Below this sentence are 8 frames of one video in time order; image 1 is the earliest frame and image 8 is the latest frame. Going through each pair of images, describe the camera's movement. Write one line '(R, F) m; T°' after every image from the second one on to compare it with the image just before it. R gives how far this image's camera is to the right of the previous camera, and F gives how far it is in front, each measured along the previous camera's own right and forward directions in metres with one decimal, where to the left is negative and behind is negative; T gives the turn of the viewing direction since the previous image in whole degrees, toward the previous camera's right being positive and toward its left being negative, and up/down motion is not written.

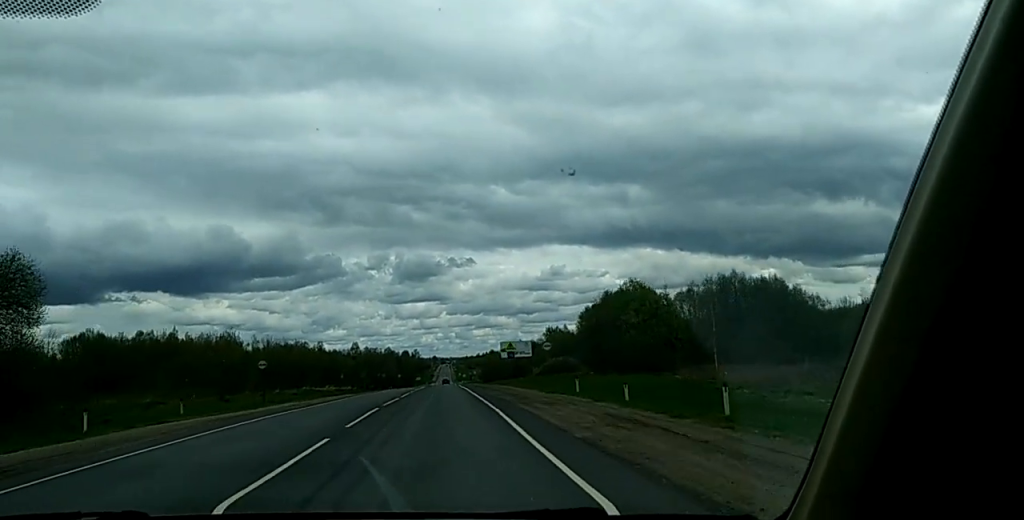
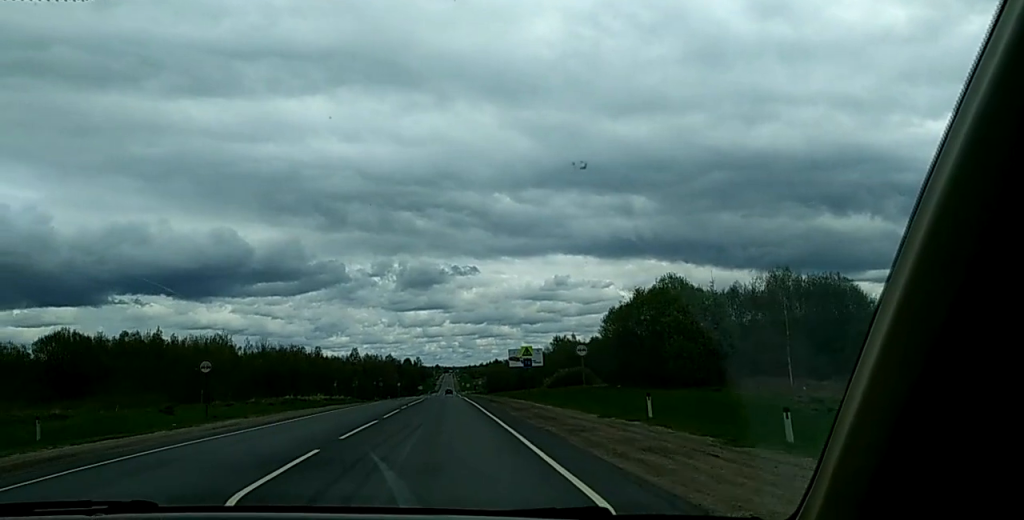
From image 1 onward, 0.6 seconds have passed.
(0.0, +13.7) m; 0°
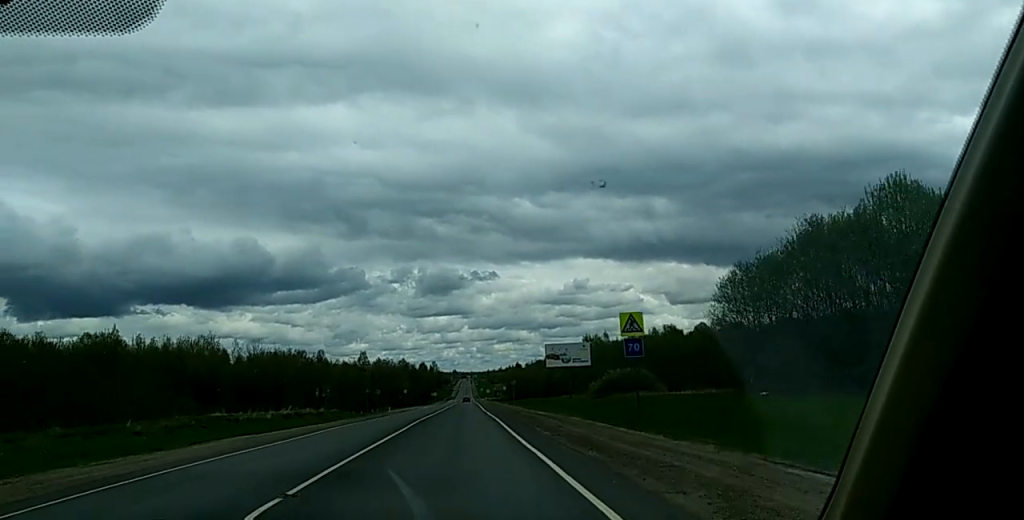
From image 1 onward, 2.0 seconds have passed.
(-0.6, +34.1) m; -1°
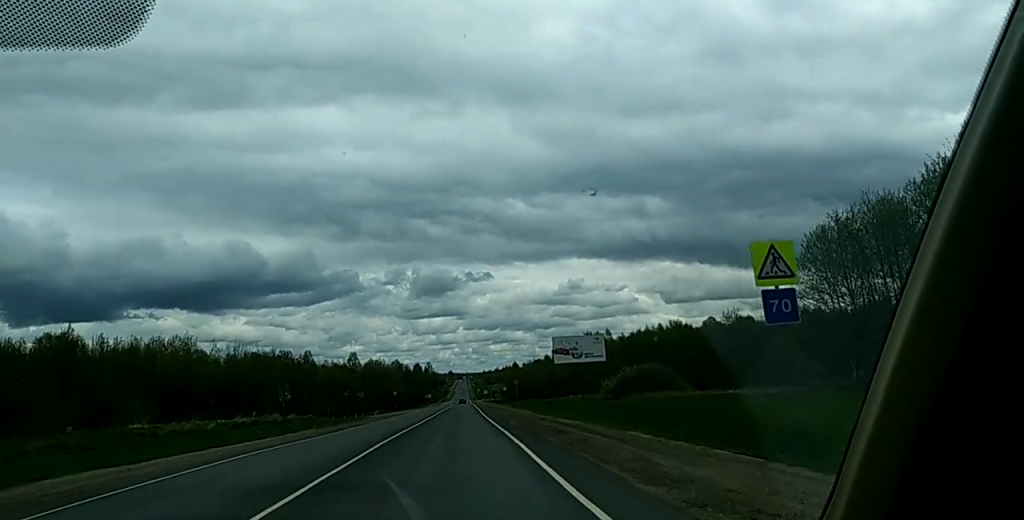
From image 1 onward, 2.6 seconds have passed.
(0.0, +15.6) m; 0°
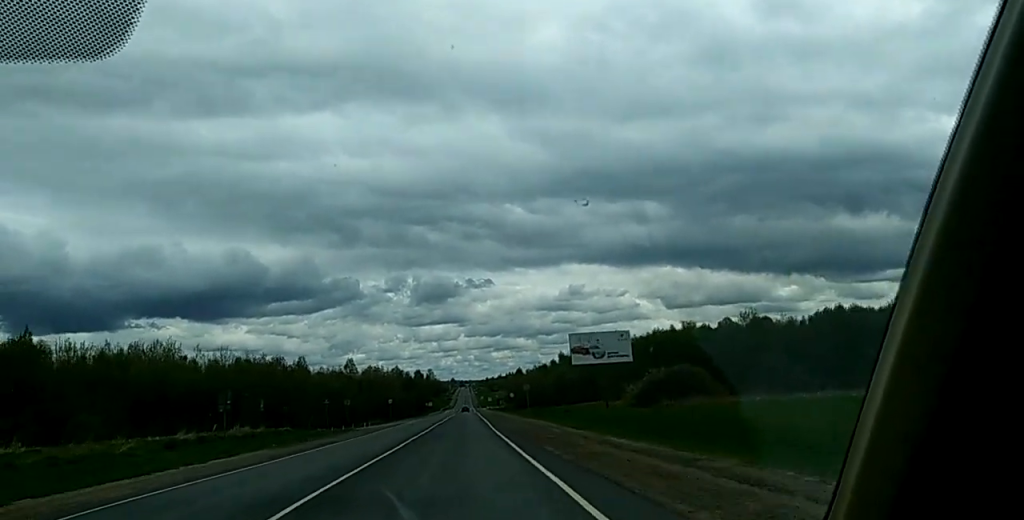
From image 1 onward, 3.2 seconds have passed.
(+0.2, +13.6) m; +1°
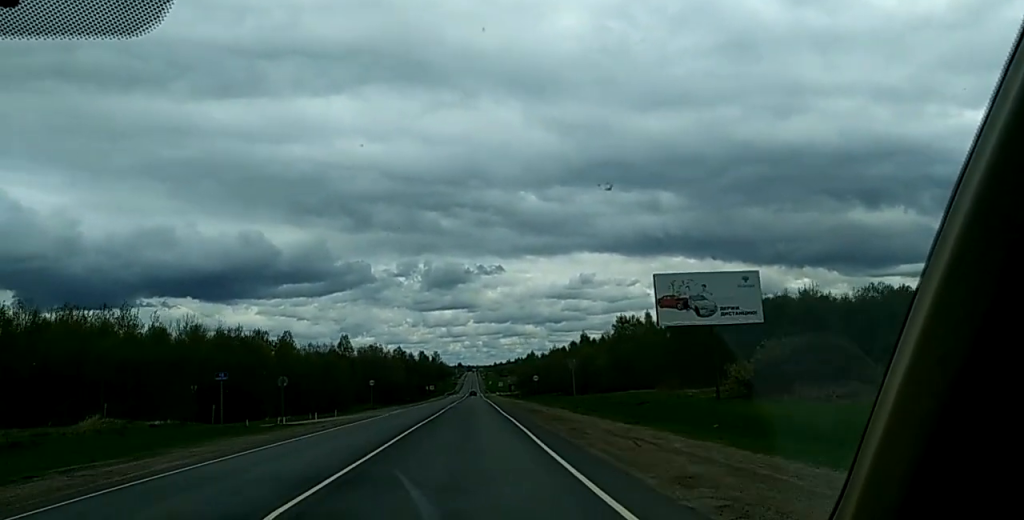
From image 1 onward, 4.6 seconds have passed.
(0.0, +33.7) m; 0°
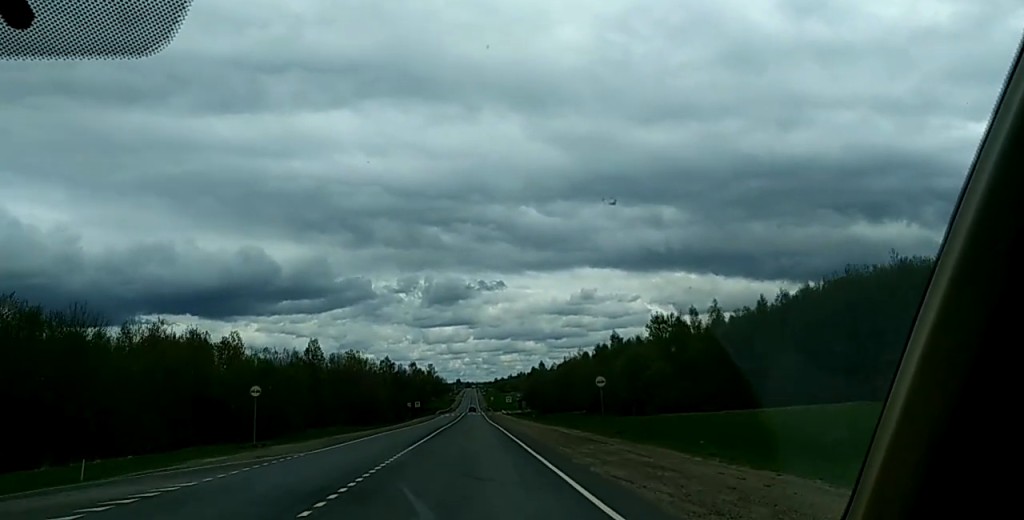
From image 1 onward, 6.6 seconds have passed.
(0.0, +49.6) m; 0°
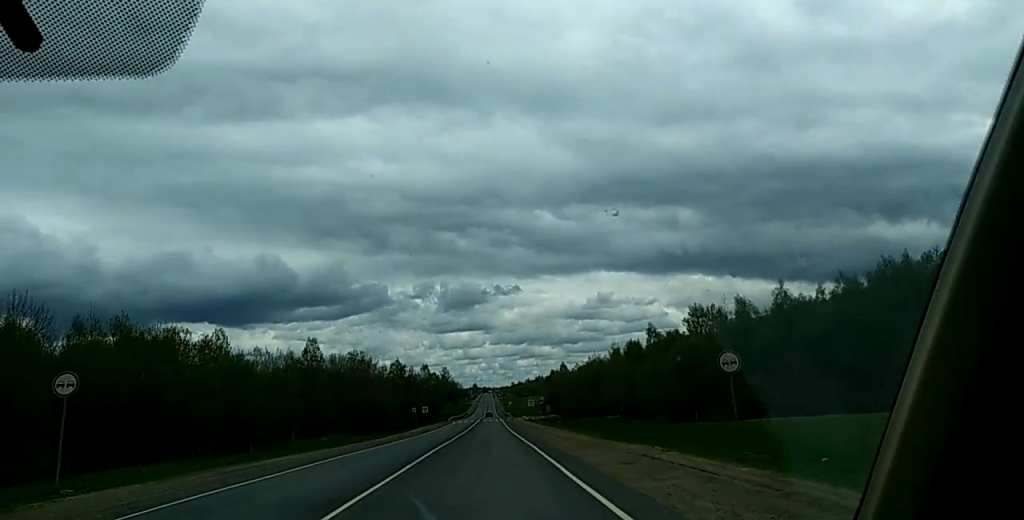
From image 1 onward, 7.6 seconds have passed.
(0.0, +21.9) m; 0°
